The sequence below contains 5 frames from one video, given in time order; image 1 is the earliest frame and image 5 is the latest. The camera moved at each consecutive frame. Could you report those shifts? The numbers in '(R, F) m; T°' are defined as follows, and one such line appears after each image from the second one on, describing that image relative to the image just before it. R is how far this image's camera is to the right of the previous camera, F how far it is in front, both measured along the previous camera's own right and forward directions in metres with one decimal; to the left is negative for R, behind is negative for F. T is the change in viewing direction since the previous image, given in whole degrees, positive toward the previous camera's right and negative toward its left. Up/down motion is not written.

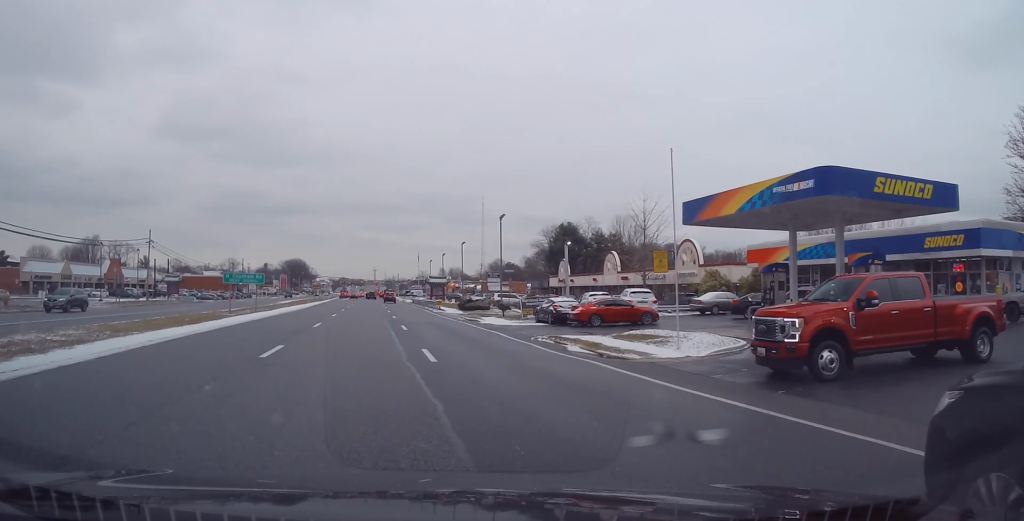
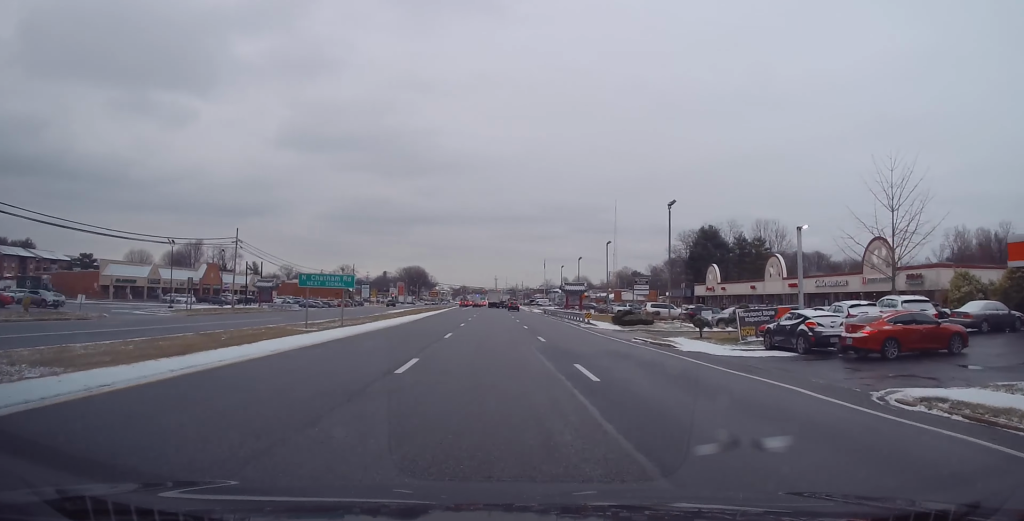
(-1.3, +14.1) m; -2°
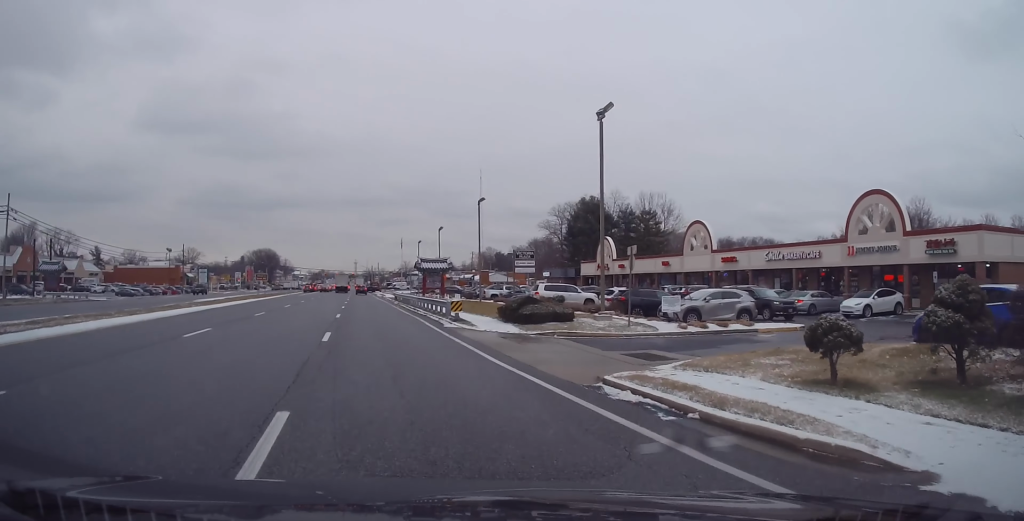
(+0.7, +16.4) m; +7°
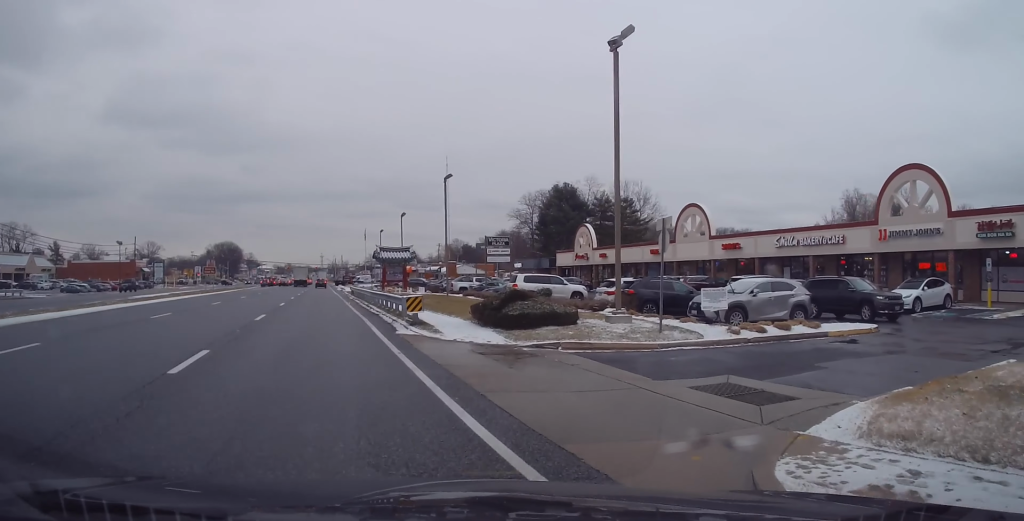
(0.0, +7.1) m; +8°
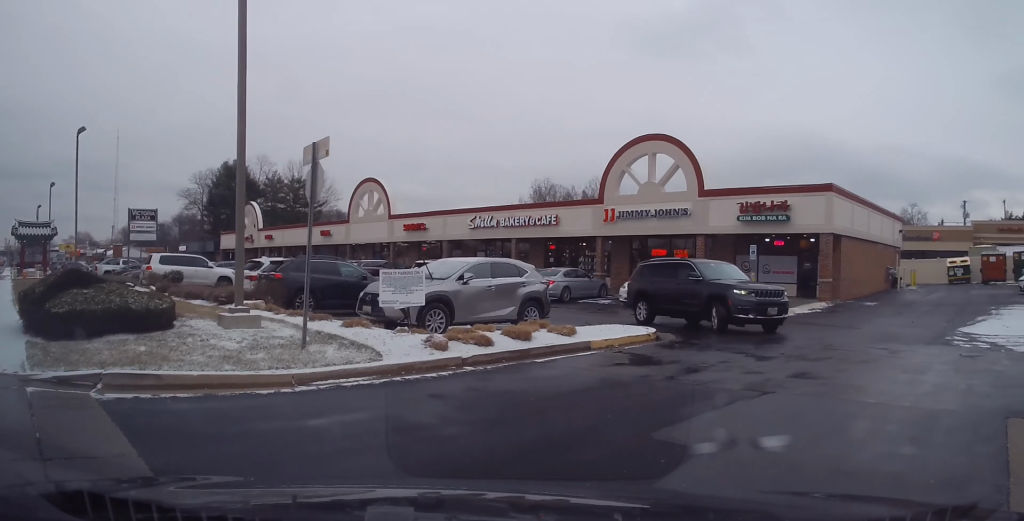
(+1.7, +8.1) m; +29°
